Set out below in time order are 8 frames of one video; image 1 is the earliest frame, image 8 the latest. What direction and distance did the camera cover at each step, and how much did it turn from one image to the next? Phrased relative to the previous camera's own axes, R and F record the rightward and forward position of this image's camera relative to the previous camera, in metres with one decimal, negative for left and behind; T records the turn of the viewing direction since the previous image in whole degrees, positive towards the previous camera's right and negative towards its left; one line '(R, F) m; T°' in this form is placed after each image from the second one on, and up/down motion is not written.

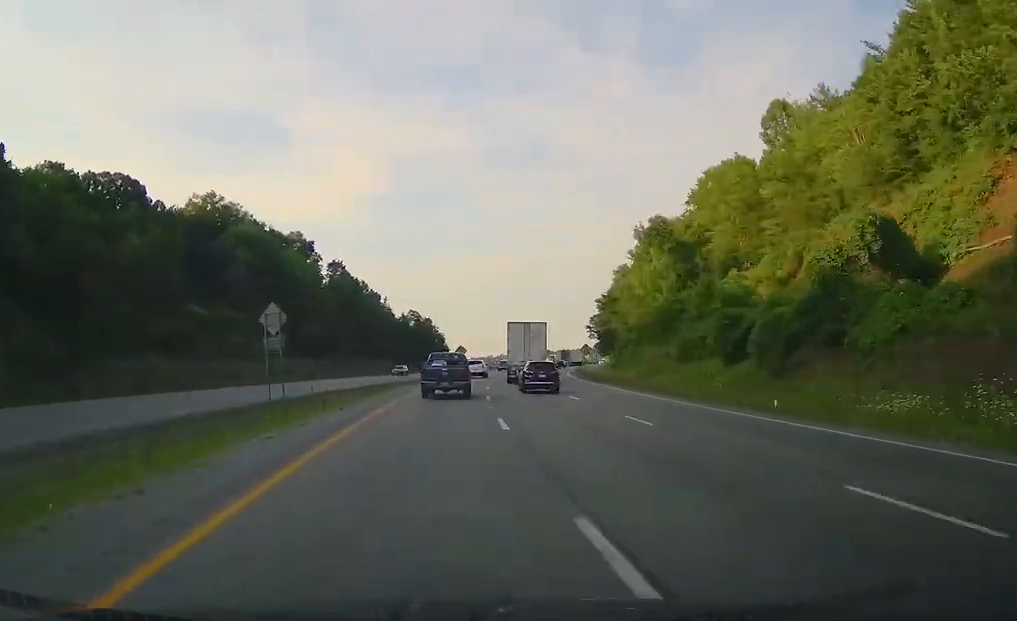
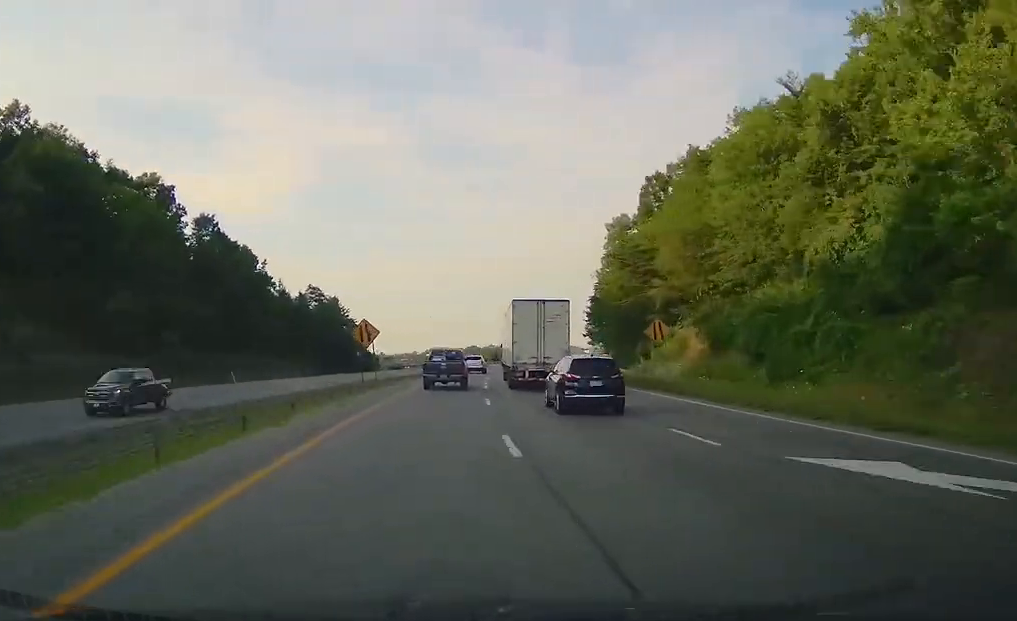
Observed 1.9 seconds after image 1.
(0.0, +53.3) m; +6°
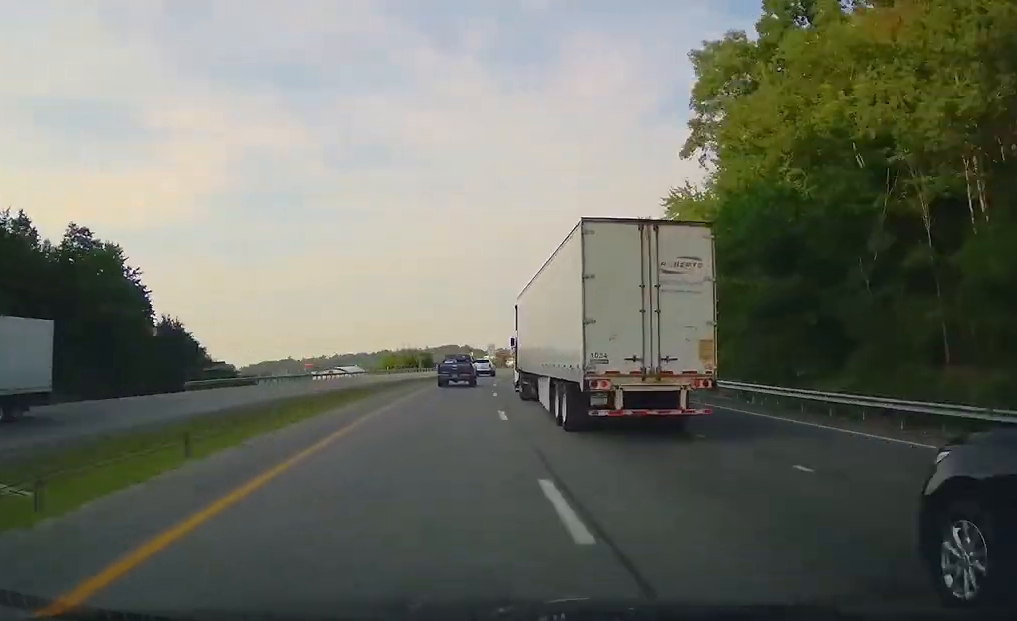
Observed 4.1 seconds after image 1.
(+7.4, +68.5) m; +7°
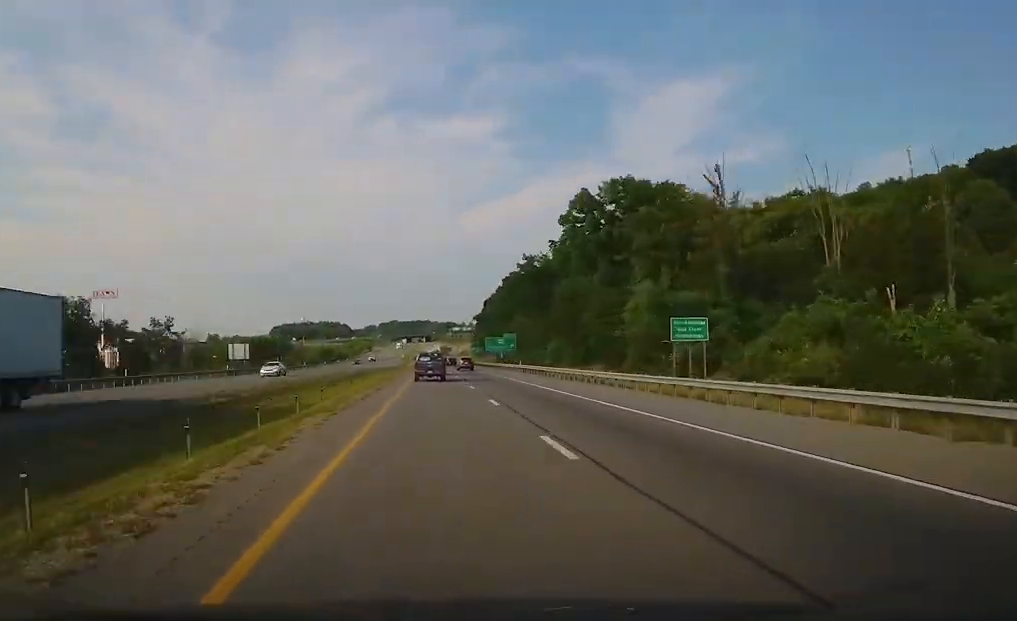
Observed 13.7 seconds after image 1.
(+66.3, +299.0) m; +18°
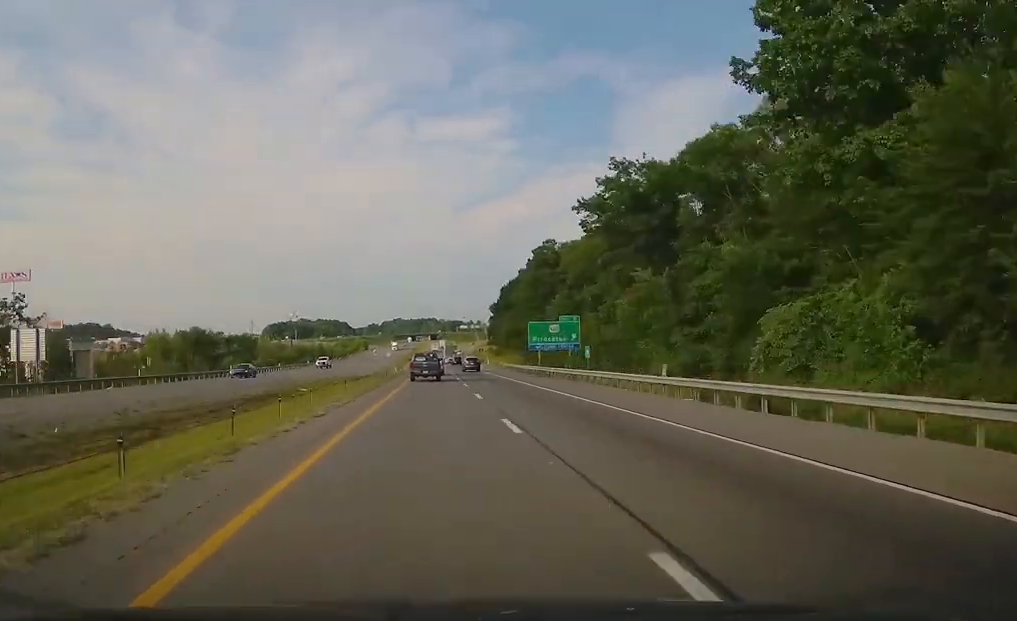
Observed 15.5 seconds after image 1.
(-0.2, +58.1) m; 0°
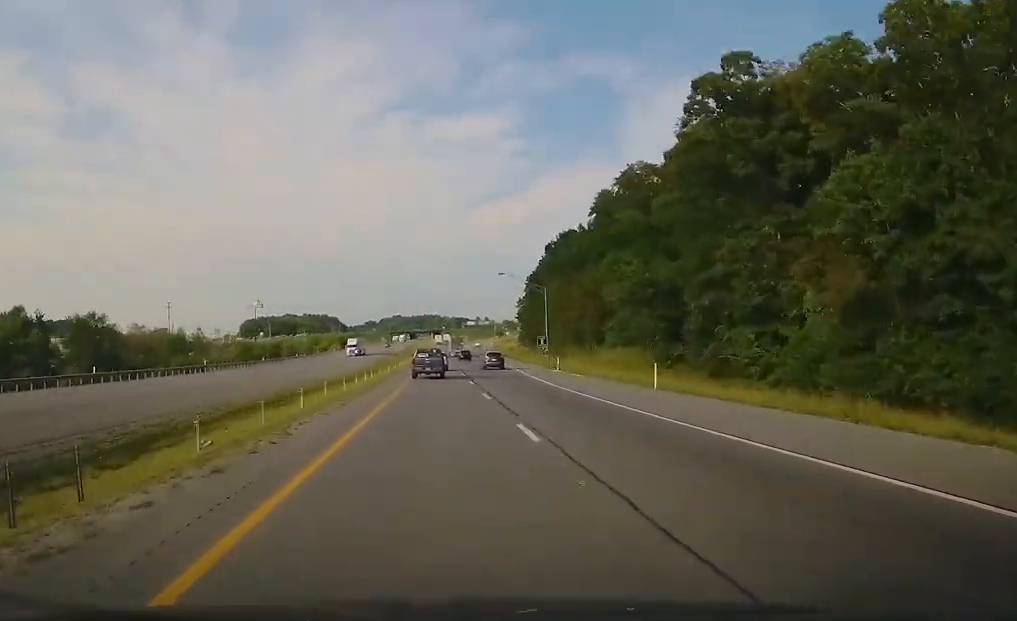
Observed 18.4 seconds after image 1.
(-0.7, +99.2) m; 0°
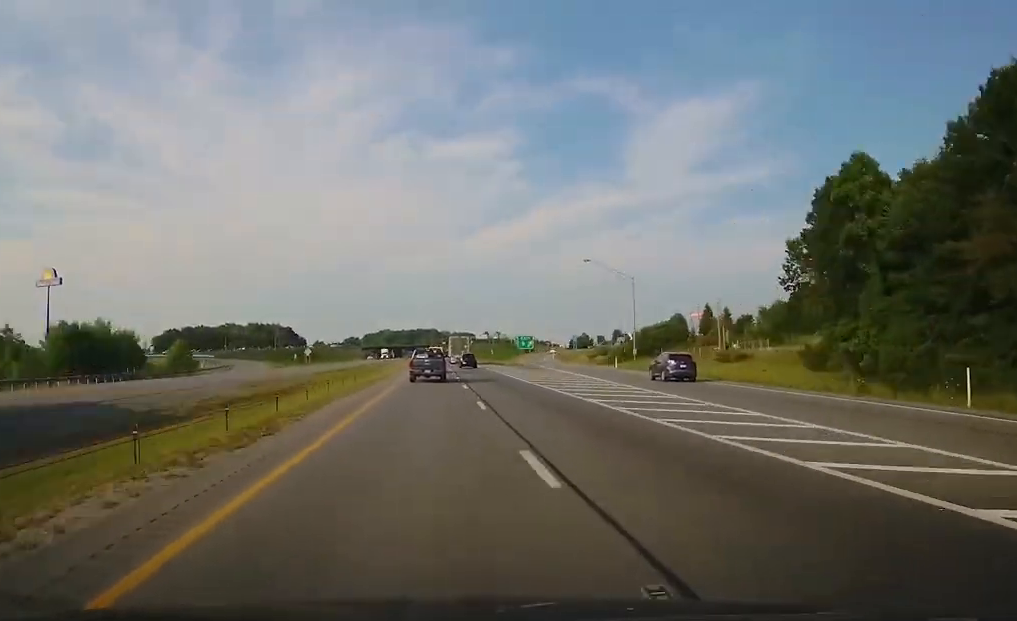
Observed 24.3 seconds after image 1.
(+0.7, +198.8) m; 0°
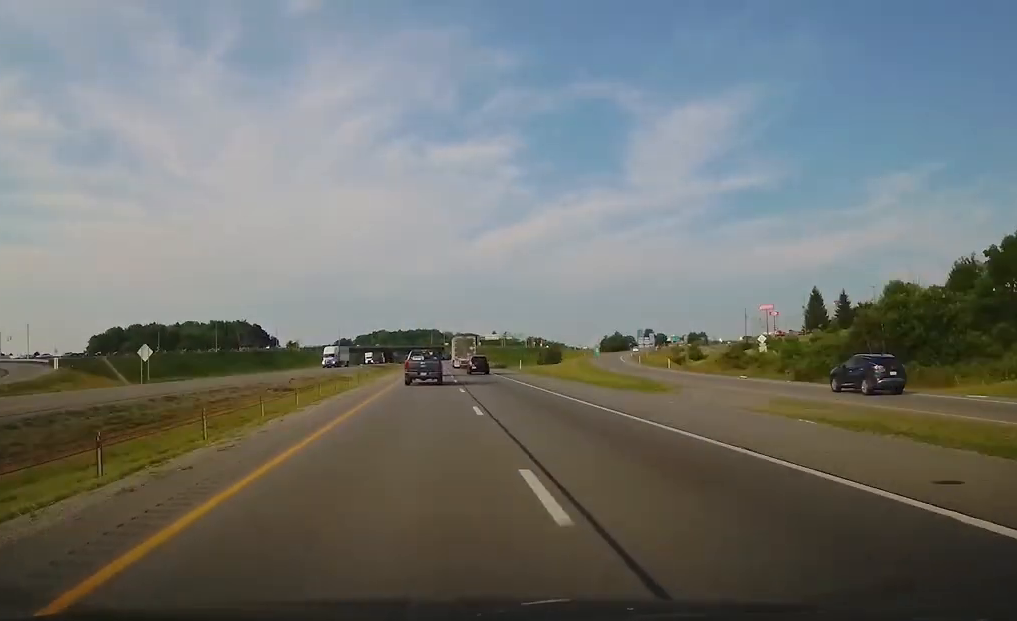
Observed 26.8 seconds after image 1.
(-0.2, +86.3) m; -1°
